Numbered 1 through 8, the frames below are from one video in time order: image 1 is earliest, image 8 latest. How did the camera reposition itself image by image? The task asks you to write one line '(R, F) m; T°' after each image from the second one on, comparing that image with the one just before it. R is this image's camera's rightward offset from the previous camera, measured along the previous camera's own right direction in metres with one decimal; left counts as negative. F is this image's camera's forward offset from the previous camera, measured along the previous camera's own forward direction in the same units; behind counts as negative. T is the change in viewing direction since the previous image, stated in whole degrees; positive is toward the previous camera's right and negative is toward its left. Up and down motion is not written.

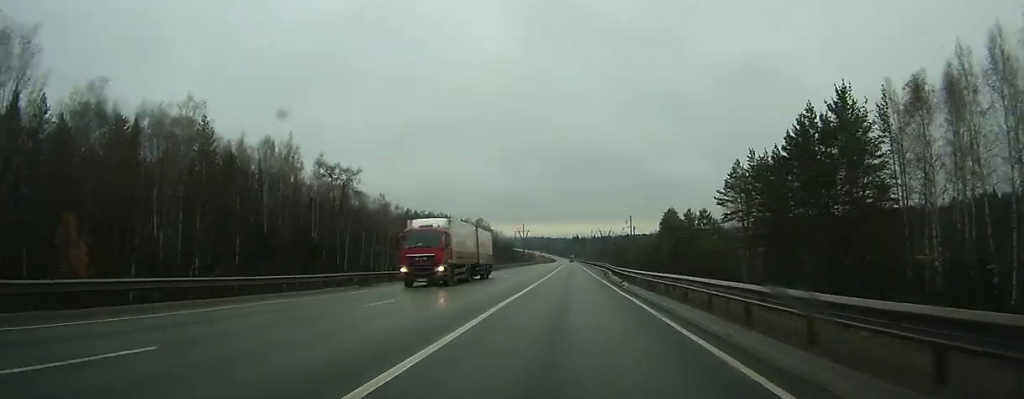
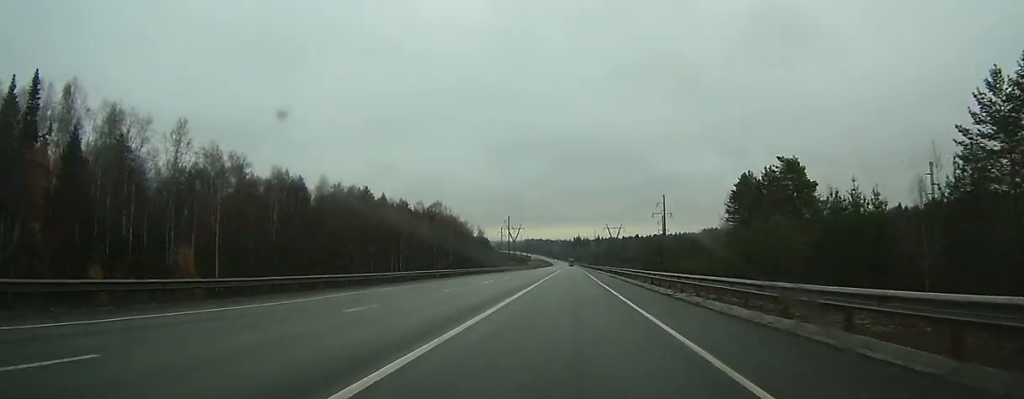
(-0.2, +96.9) m; 0°
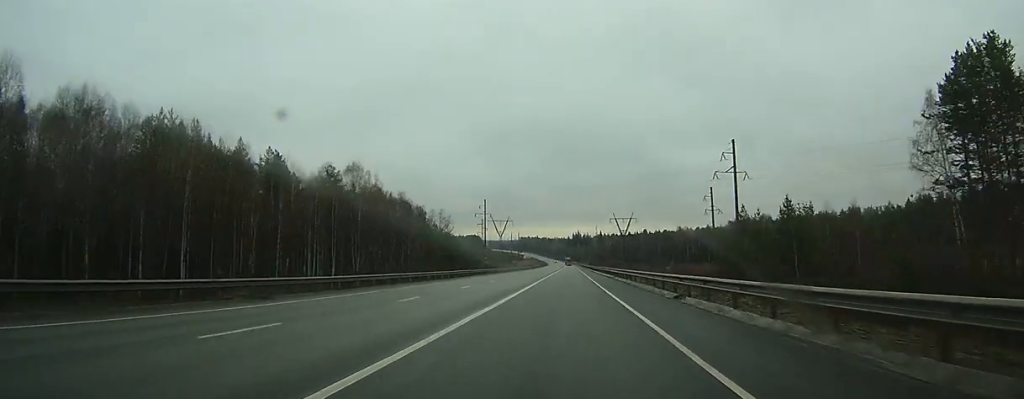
(0.0, +77.7) m; 0°
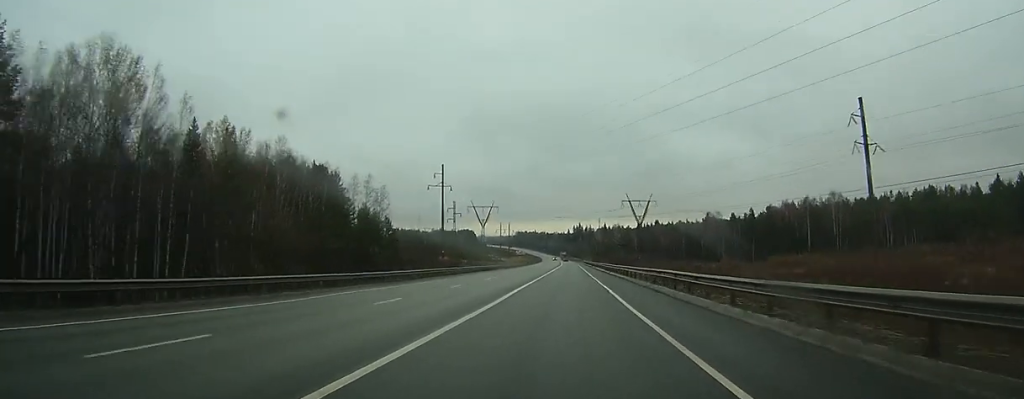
(+0.1, +73.8) m; 0°
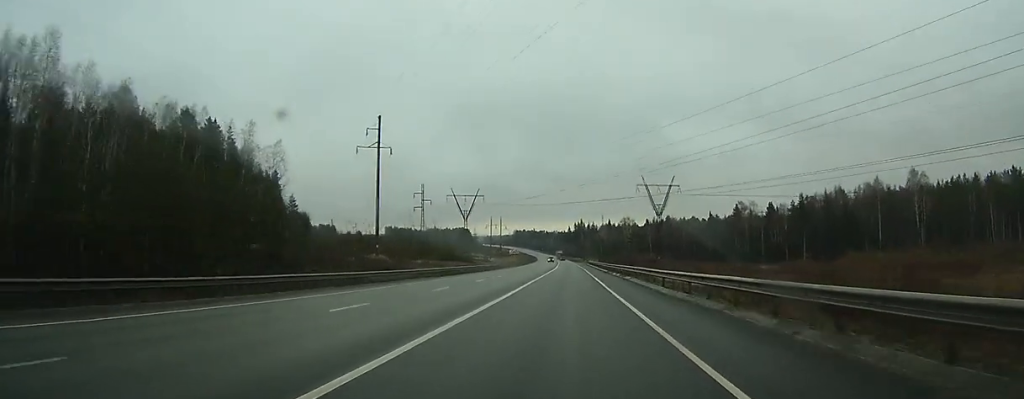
(+0.1, +51.2) m; 0°
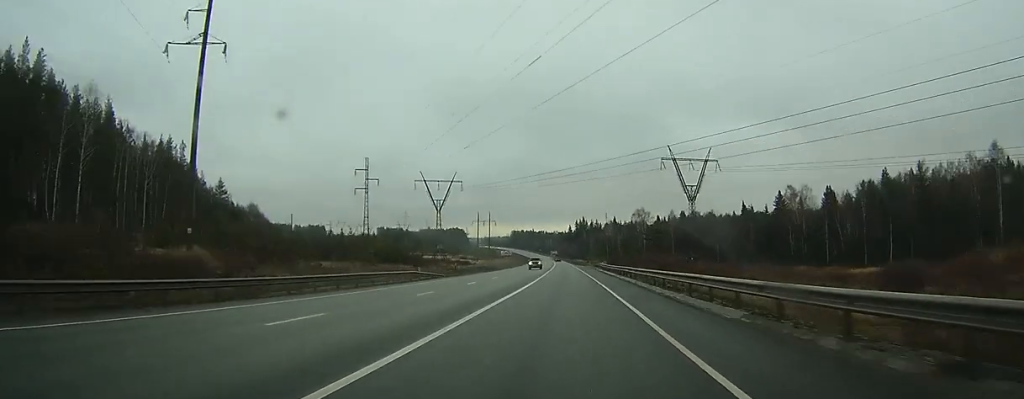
(0.0, +51.4) m; 0°
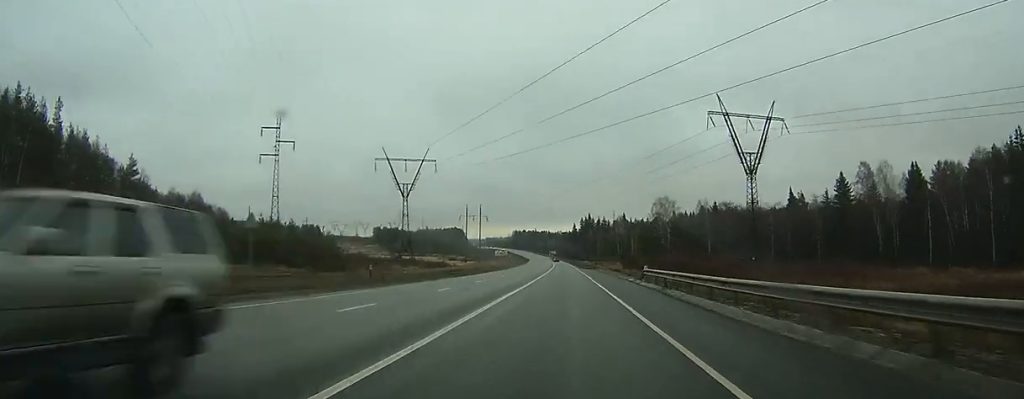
(-0.2, +44.1) m; 0°
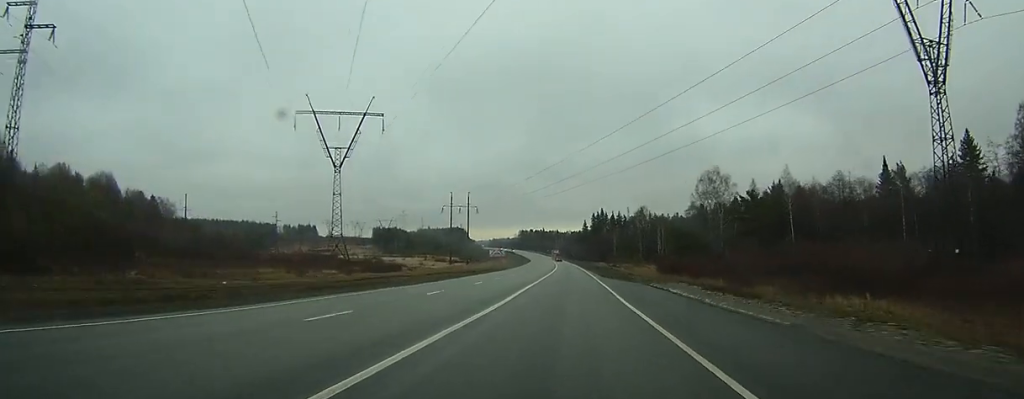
(-0.1, +50.2) m; 0°
